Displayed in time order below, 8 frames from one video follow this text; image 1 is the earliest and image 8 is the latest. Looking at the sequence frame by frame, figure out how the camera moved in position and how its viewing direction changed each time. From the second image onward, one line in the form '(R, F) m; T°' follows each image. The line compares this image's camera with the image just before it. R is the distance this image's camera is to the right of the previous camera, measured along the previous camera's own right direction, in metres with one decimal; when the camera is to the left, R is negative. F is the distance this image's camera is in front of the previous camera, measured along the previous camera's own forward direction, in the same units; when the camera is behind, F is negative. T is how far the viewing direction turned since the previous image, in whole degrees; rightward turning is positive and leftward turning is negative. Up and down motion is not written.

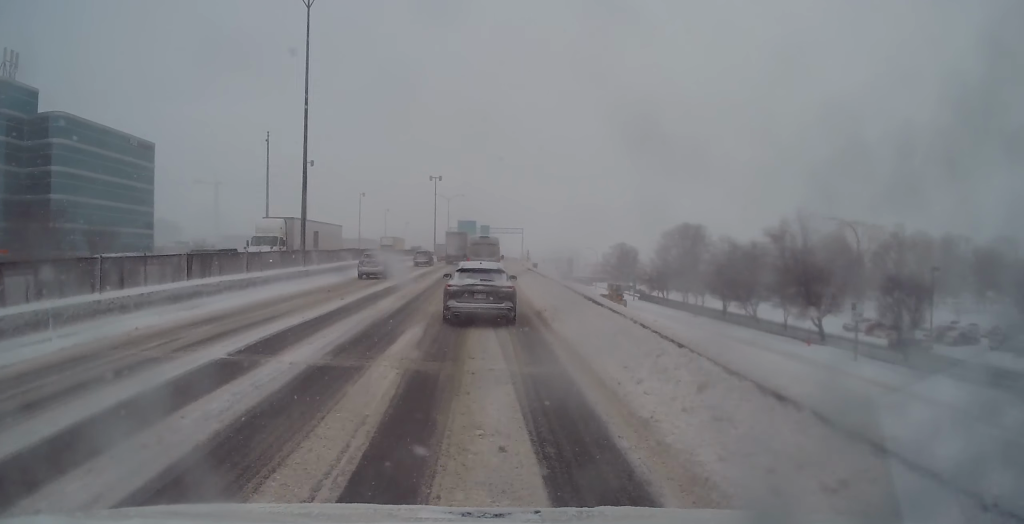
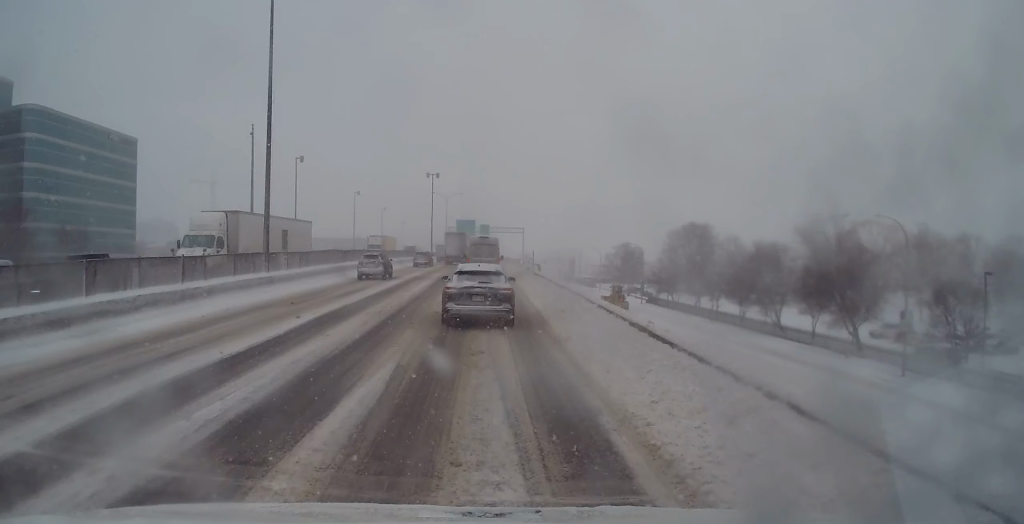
(-0.1, +5.6) m; 0°
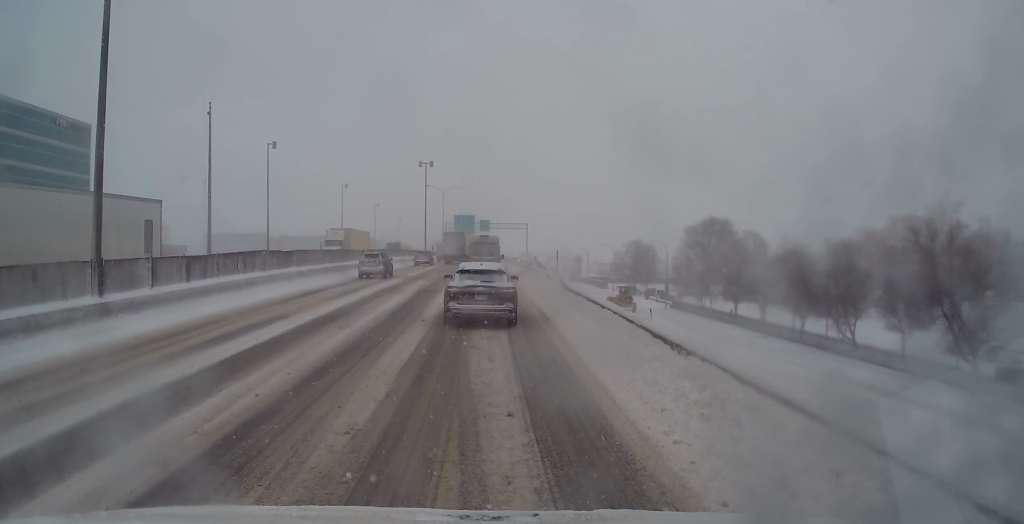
(0.0, +12.8) m; +1°
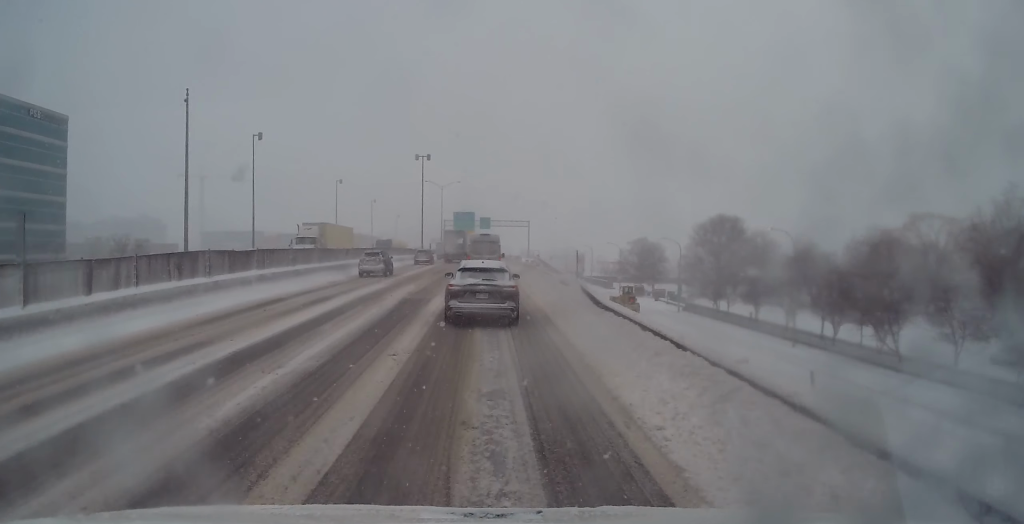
(+0.2, +5.6) m; 0°
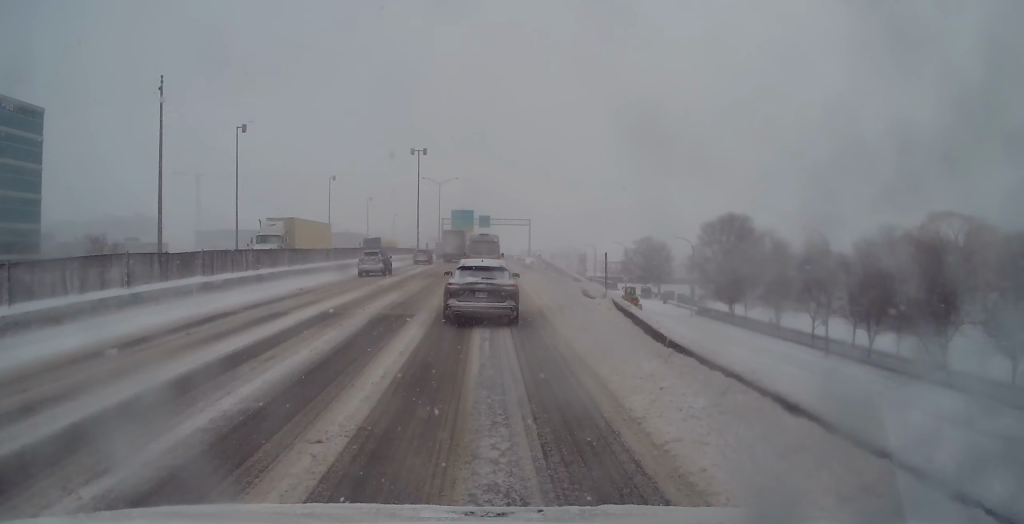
(-0.1, +5.3) m; 0°
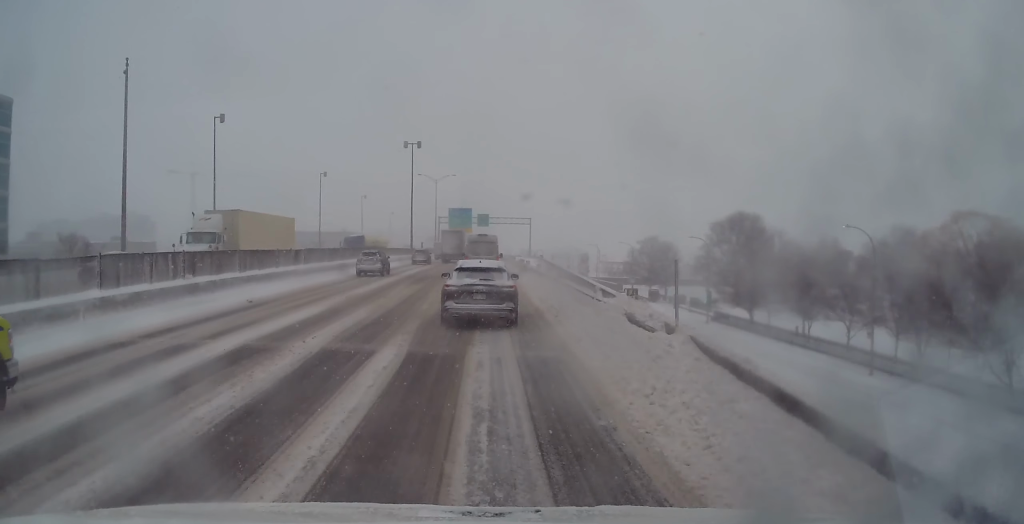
(-0.2, +6.1) m; 0°
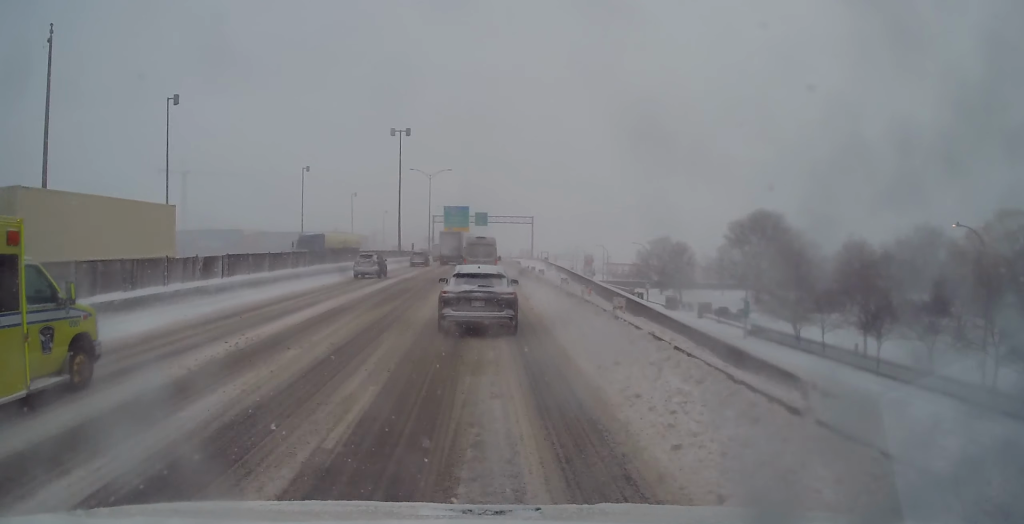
(+0.2, +10.7) m; +1°
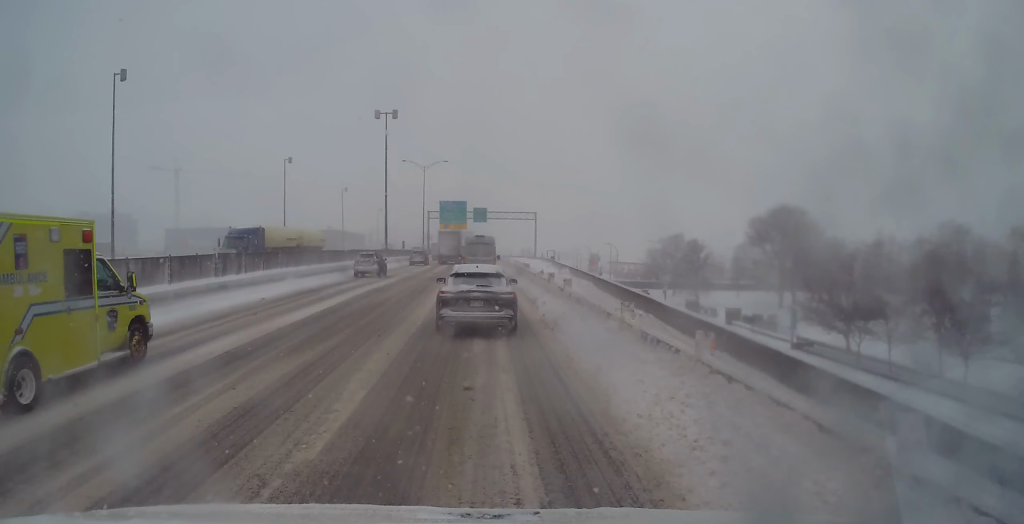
(+0.1, +9.4) m; 0°
